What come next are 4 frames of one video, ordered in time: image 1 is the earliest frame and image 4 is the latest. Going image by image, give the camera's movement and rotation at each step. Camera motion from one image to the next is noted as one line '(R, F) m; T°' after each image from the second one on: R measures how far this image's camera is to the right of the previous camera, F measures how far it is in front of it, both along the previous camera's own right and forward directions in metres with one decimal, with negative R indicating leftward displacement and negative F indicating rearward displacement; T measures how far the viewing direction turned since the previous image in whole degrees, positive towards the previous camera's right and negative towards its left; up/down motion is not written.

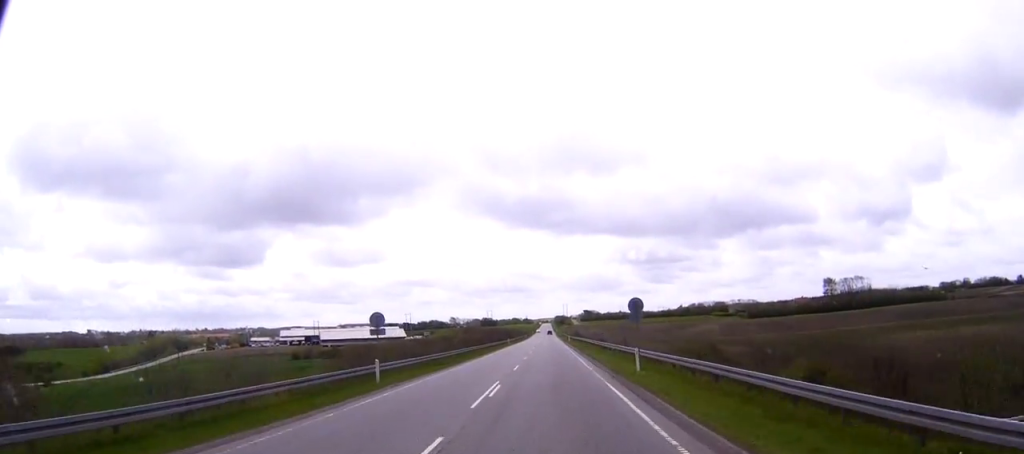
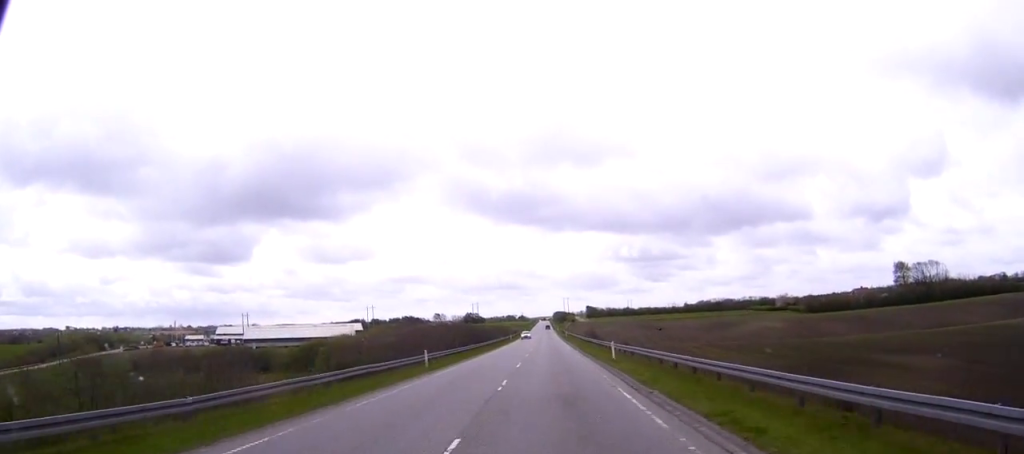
(-0.4, +87.9) m; 0°
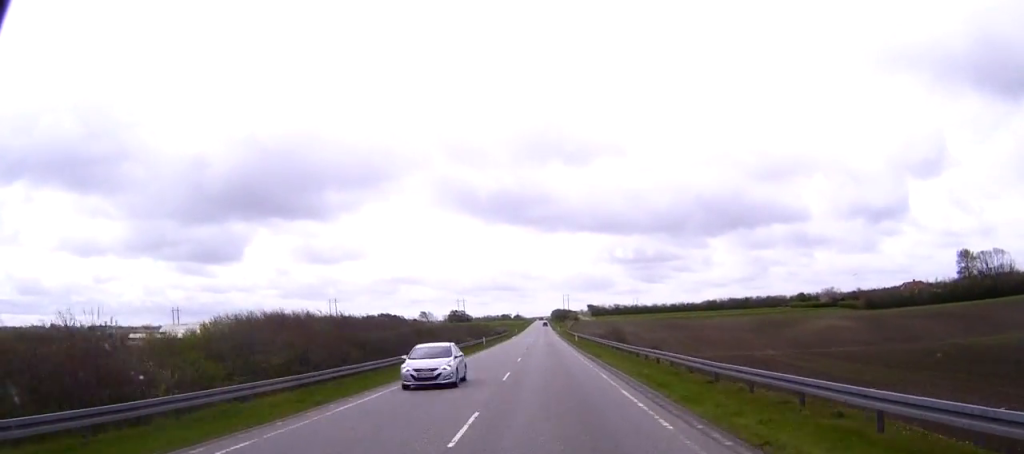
(+0.1, +56.1) m; 0°
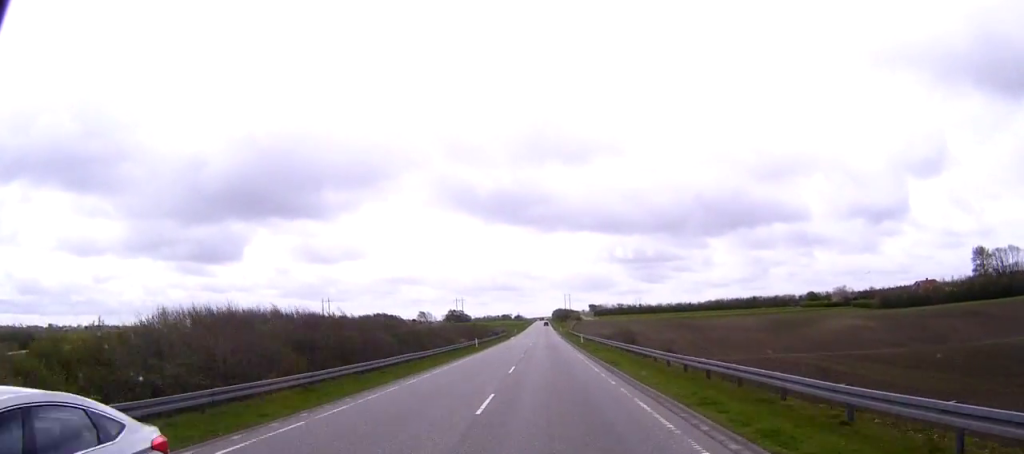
(0.0, +10.7) m; 0°
